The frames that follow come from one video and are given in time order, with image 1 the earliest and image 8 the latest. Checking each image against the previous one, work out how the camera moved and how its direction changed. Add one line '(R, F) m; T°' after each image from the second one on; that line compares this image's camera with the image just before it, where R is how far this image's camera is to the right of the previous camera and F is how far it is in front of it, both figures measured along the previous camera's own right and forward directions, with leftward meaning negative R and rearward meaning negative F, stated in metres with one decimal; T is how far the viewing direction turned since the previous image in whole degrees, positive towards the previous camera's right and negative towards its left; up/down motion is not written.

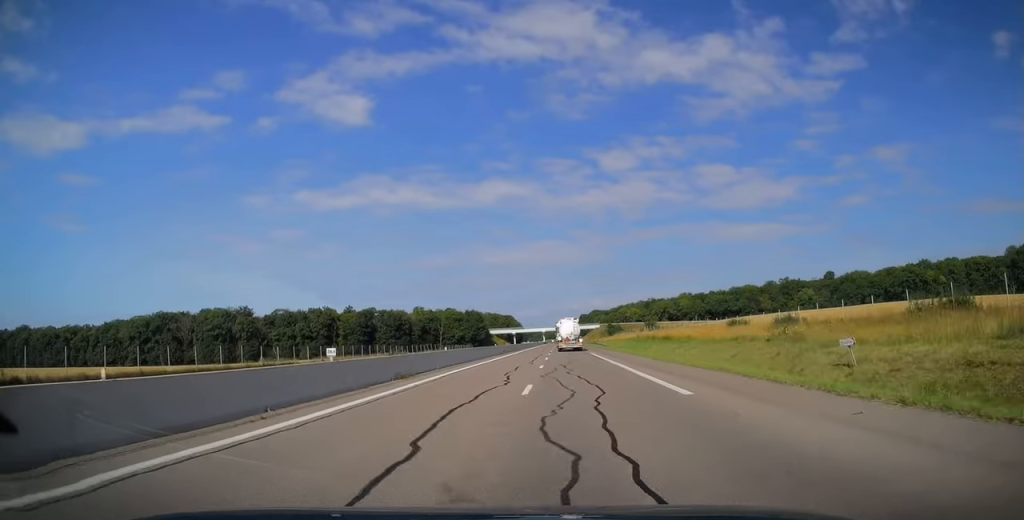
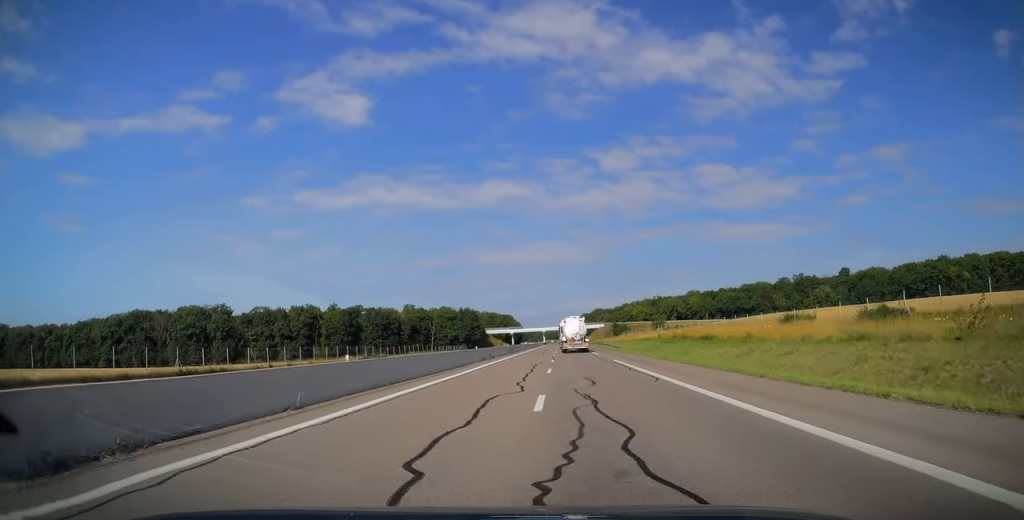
(+0.1, +16.4) m; 0°
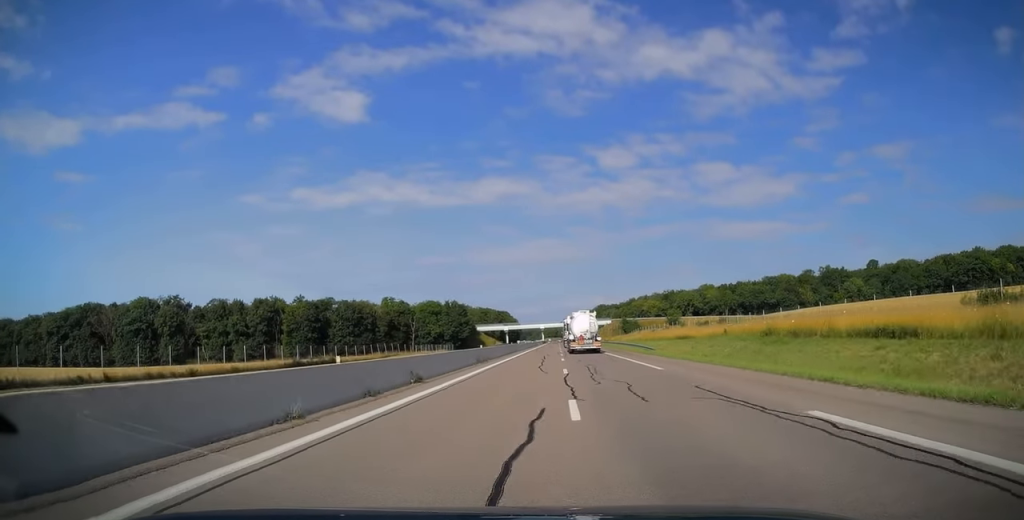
(-0.1, +27.2) m; 0°
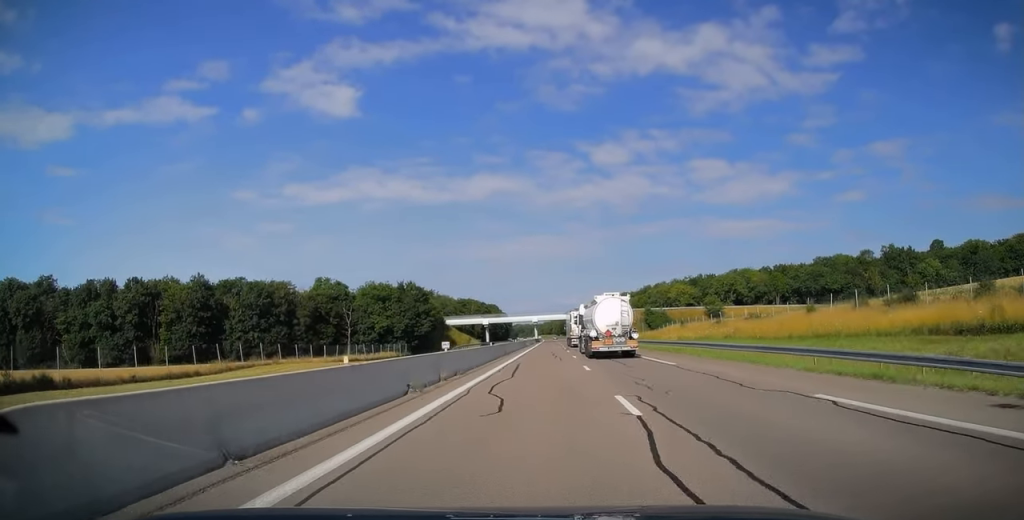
(+0.6, +51.4) m; +1°
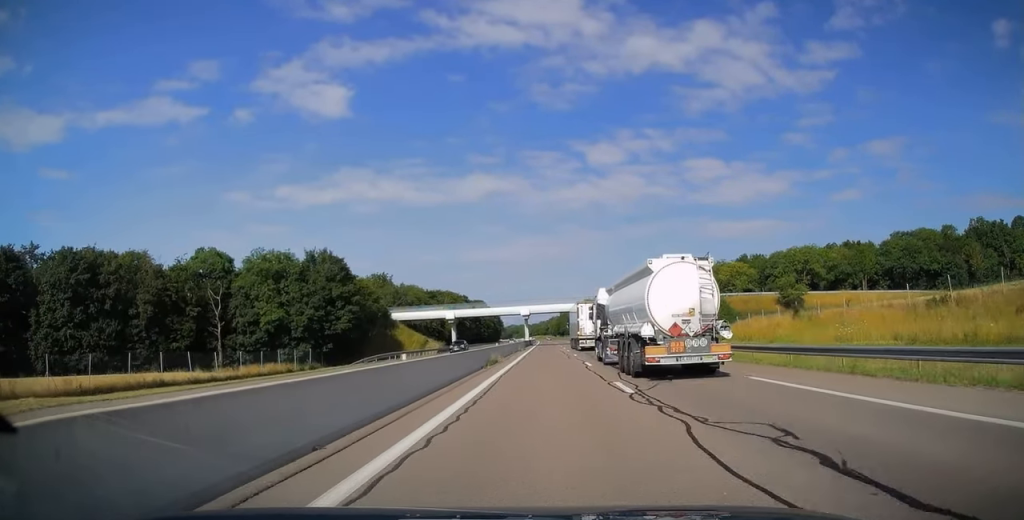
(-0.4, +47.8) m; -1°
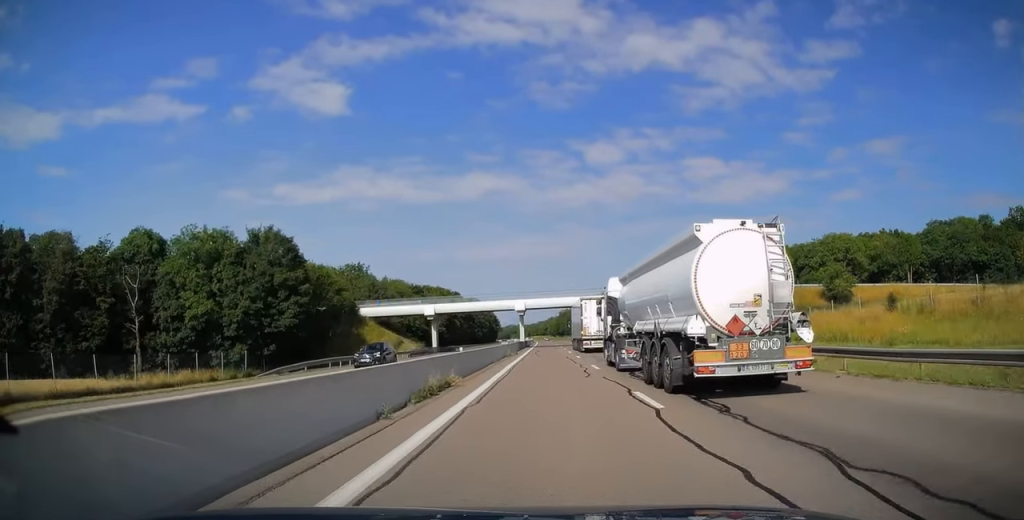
(0.0, +16.1) m; 0°
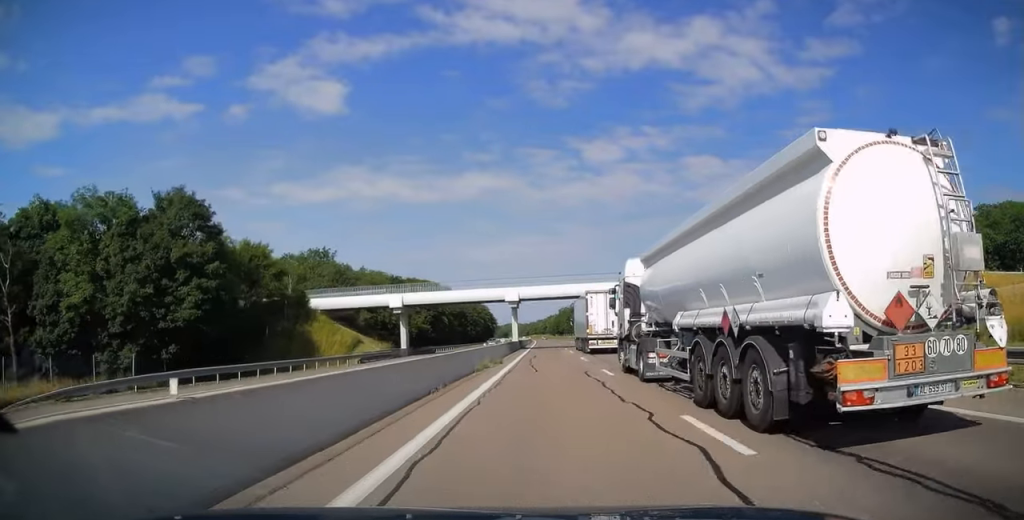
(0.0, +17.3) m; 0°
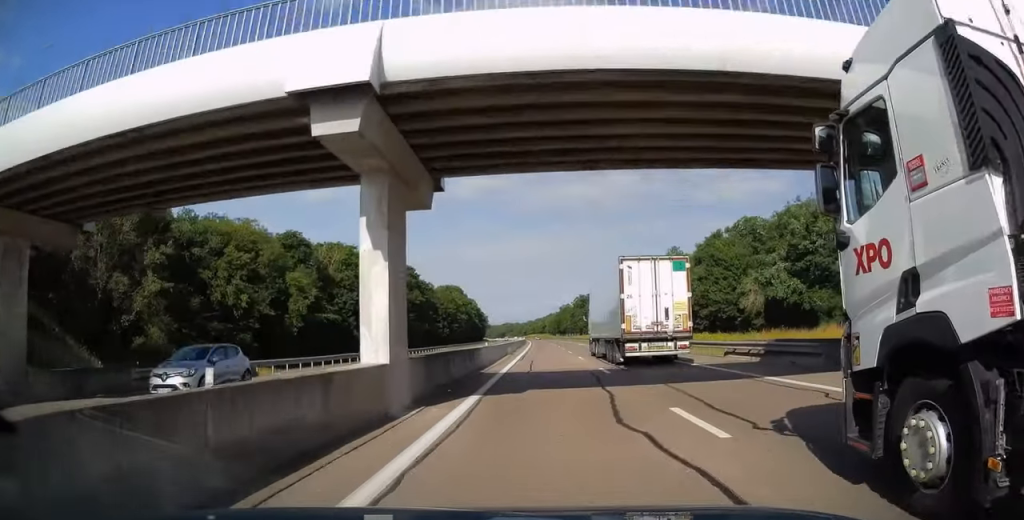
(+0.5, +50.1) m; +1°
